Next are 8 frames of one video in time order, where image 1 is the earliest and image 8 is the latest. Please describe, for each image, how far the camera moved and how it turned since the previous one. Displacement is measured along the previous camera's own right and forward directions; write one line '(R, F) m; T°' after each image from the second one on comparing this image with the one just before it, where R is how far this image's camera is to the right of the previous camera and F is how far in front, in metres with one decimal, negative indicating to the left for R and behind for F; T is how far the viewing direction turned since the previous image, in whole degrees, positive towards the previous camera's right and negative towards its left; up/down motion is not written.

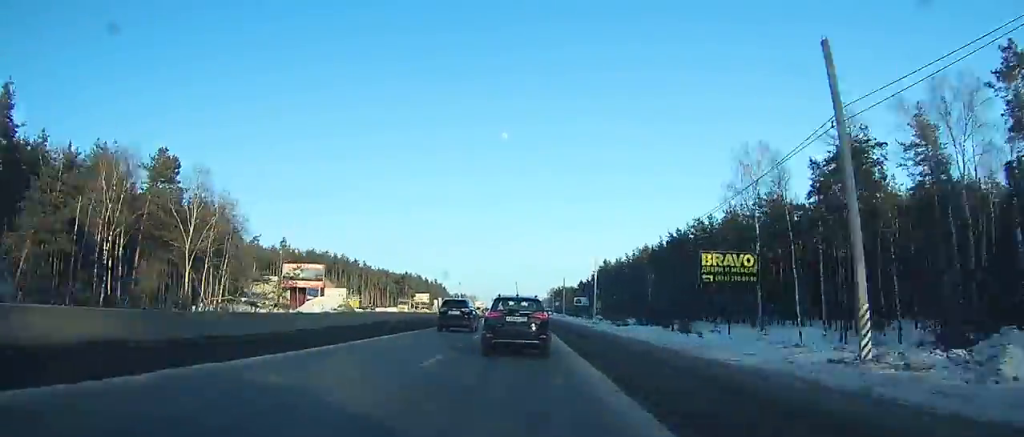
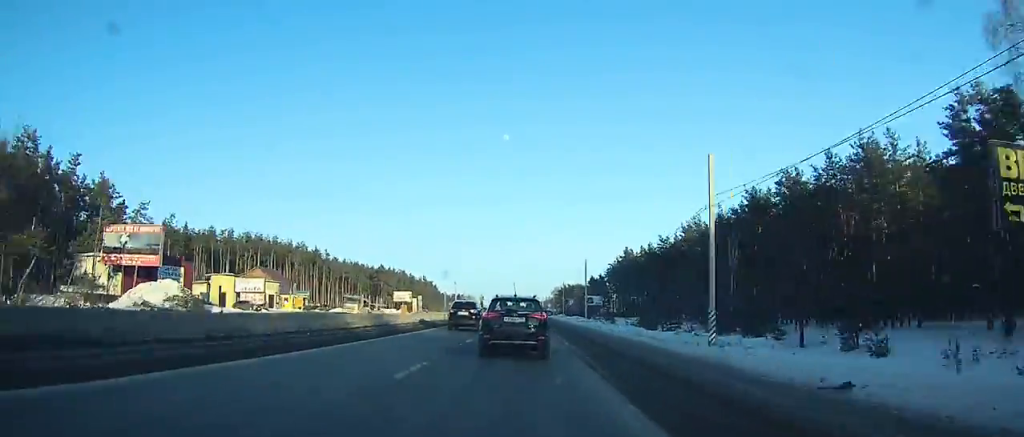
(0.0, +35.5) m; 0°
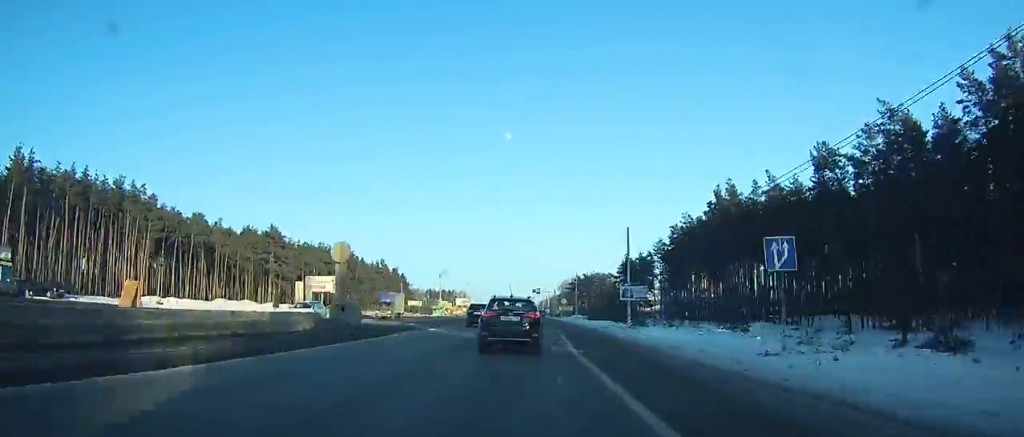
(-0.1, +76.3) m; 0°
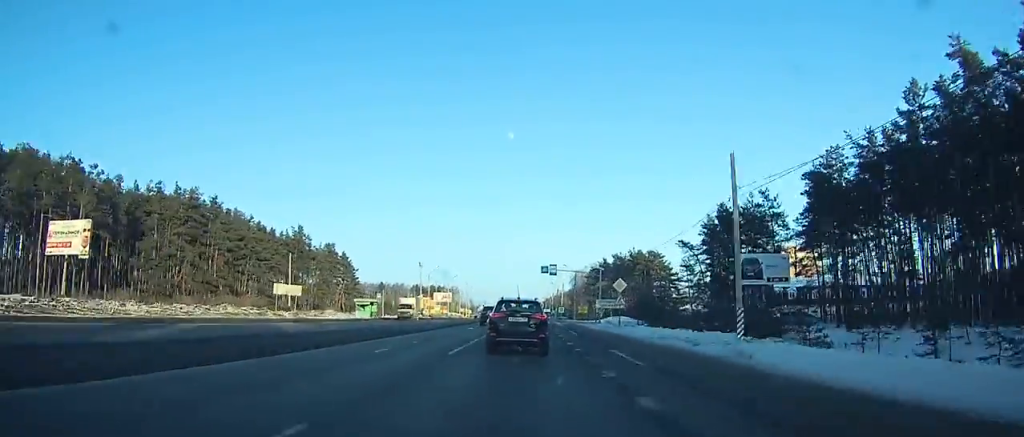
(-0.2, +72.0) m; -1°
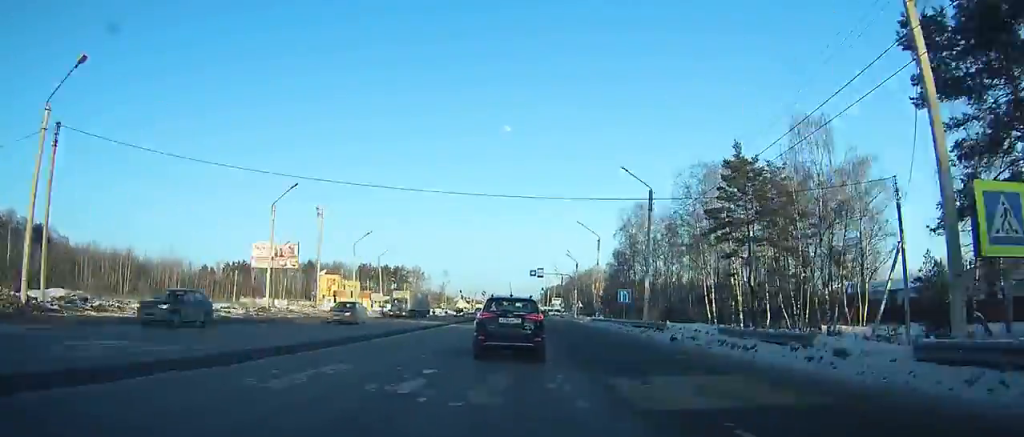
(+0.5, +132.9) m; 0°
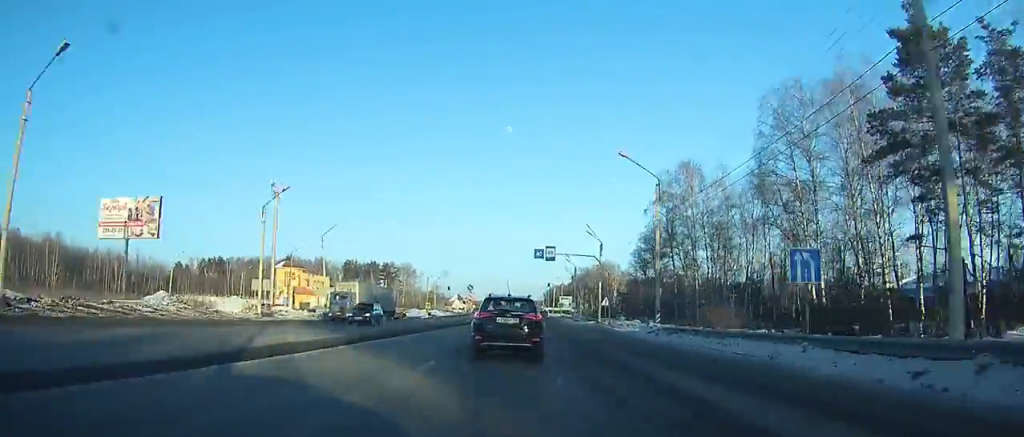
(-0.1, +27.9) m; 0°
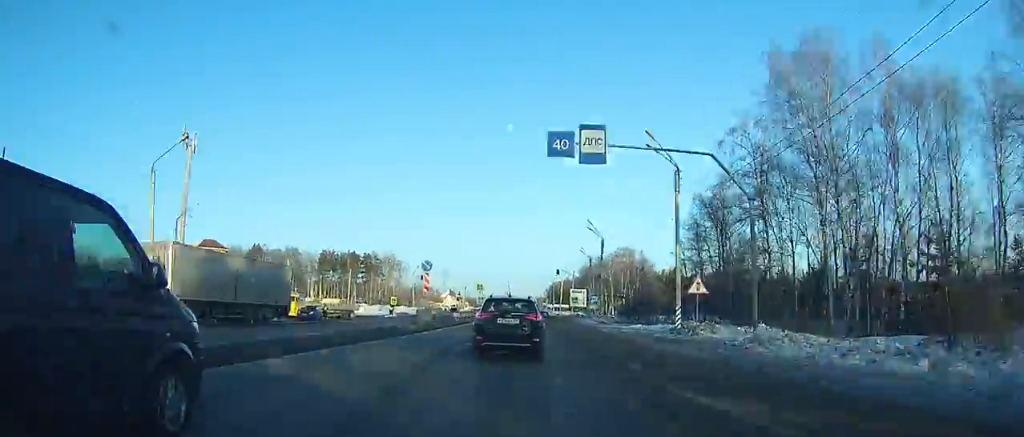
(0.0, +32.5) m; +1°
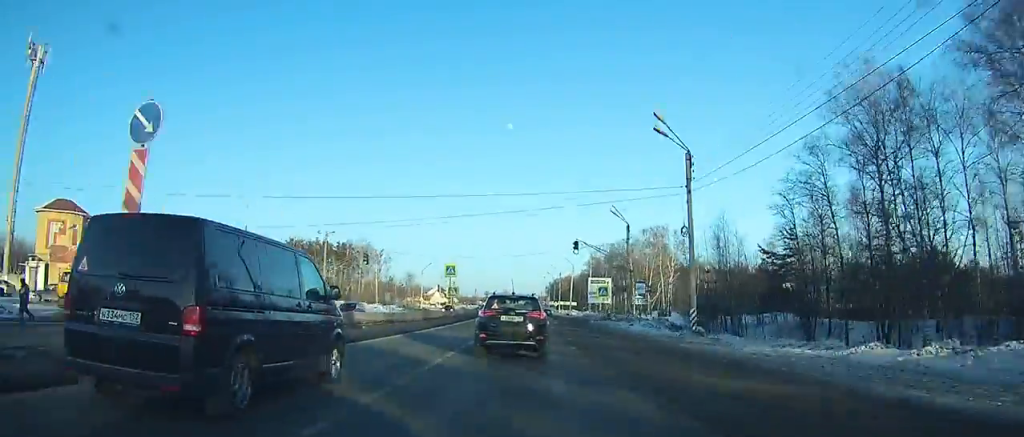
(+0.4, +31.4) m; 0°
